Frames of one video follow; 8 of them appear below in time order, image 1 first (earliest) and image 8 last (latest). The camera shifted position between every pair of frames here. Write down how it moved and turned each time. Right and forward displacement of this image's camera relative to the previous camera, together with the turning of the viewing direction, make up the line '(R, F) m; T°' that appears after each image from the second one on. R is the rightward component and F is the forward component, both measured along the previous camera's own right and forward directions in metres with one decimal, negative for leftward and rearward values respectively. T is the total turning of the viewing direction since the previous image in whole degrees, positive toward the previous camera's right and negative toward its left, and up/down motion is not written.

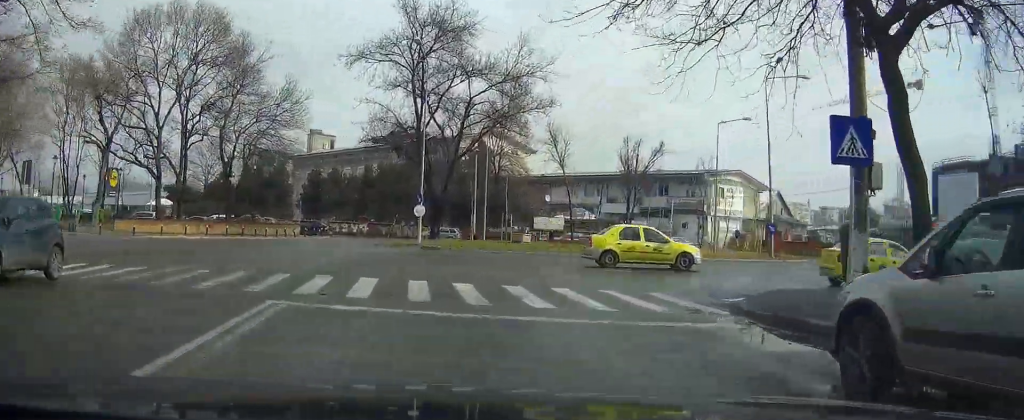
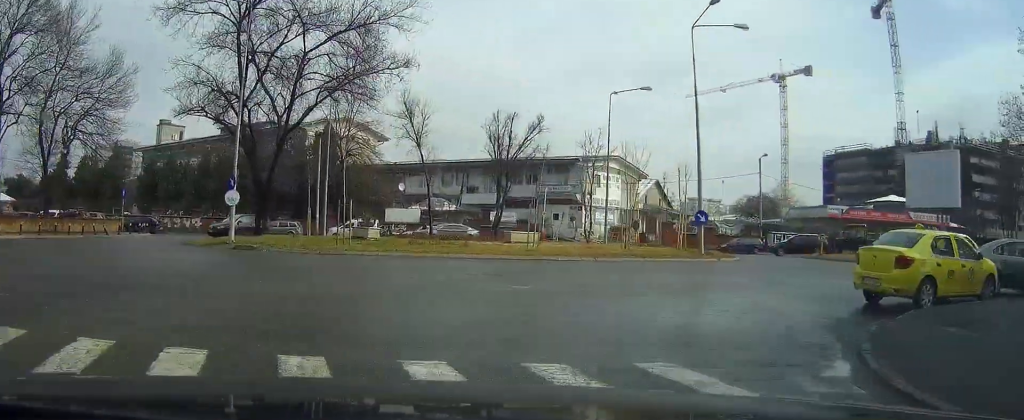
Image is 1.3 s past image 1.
(+0.6, +9.9) m; +8°
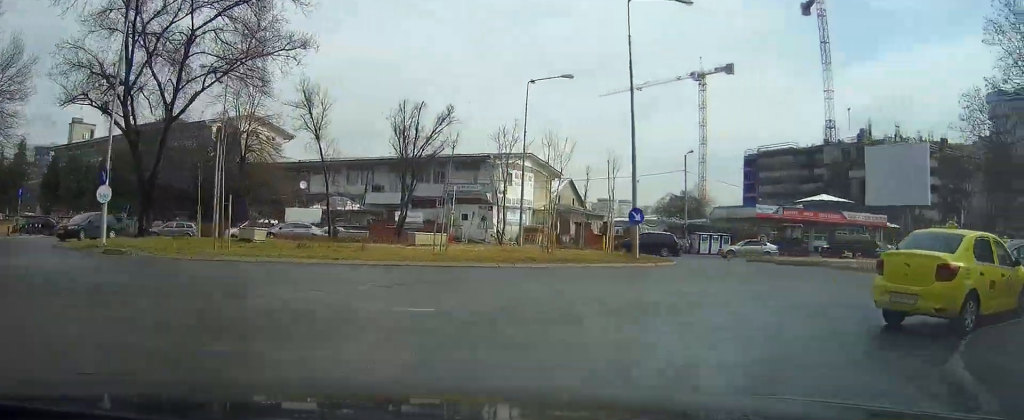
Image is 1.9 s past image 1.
(+0.2, +4.0) m; +6°
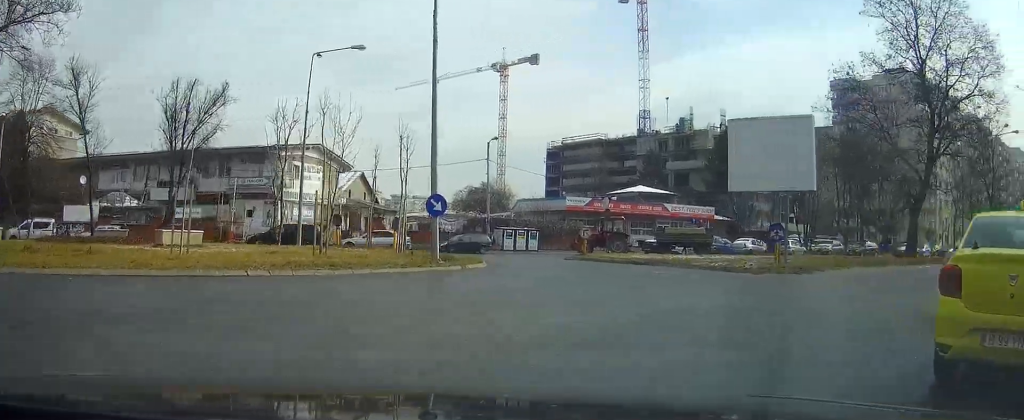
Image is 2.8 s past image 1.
(+0.3, +5.7) m; +20°
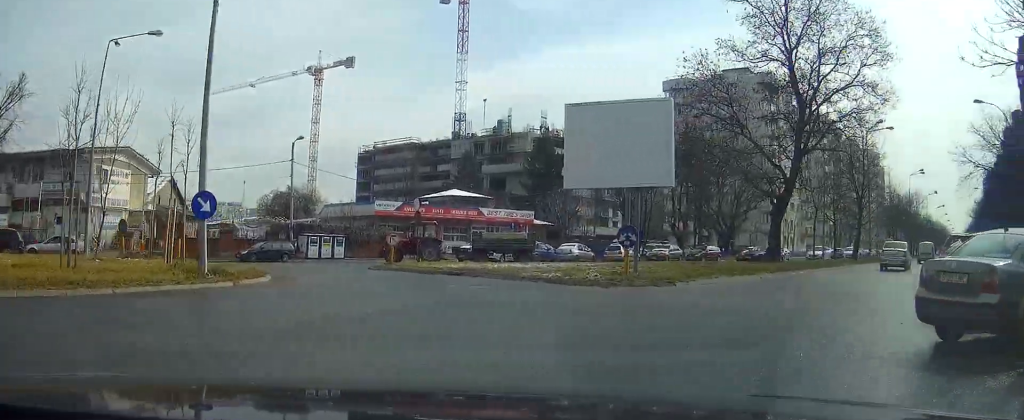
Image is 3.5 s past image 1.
(+0.9, +3.9) m; +21°
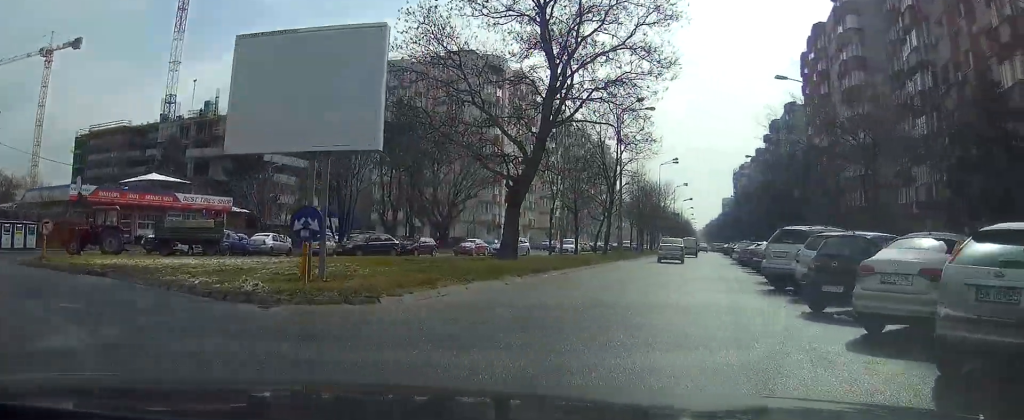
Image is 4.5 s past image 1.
(+1.4, +6.5) m; +21°
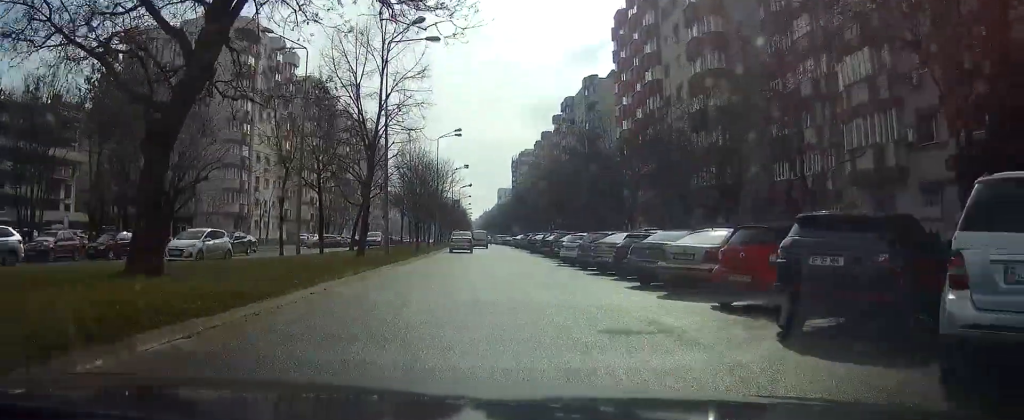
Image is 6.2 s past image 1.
(+3.3, +15.3) m; +16°
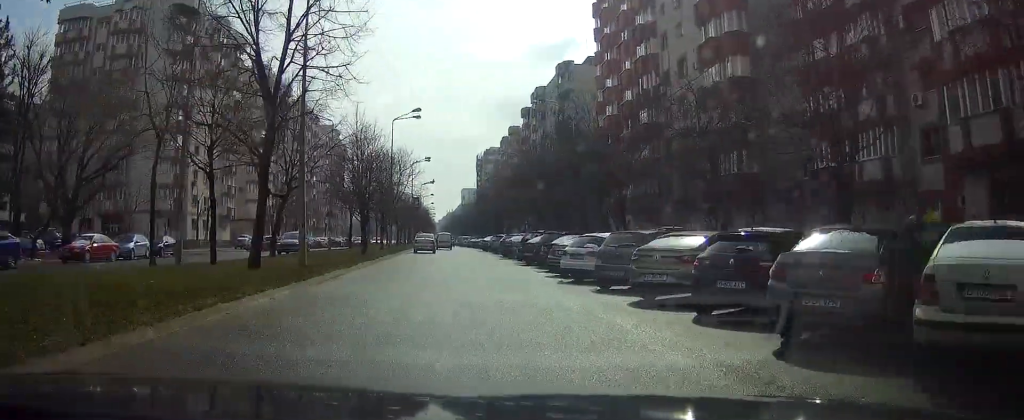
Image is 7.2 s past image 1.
(+0.2, +10.7) m; +2°
